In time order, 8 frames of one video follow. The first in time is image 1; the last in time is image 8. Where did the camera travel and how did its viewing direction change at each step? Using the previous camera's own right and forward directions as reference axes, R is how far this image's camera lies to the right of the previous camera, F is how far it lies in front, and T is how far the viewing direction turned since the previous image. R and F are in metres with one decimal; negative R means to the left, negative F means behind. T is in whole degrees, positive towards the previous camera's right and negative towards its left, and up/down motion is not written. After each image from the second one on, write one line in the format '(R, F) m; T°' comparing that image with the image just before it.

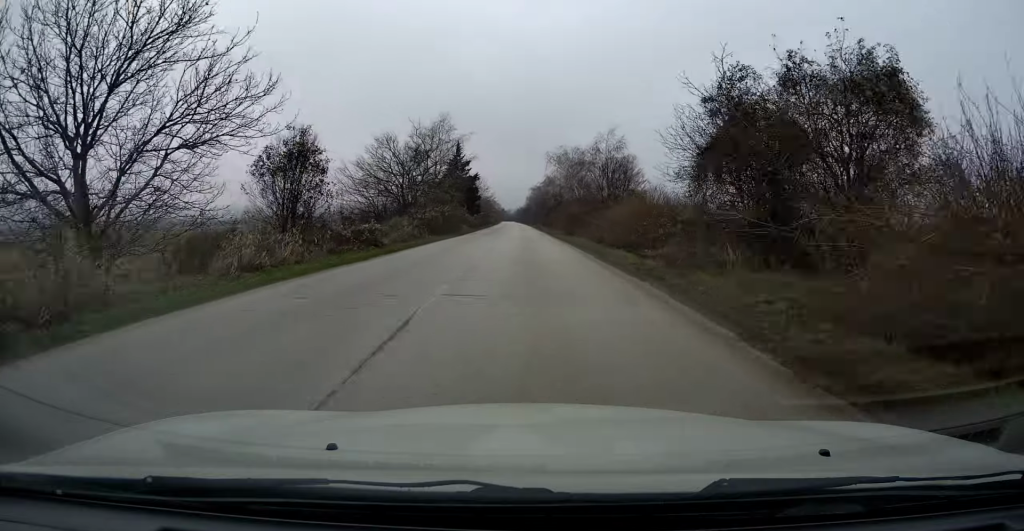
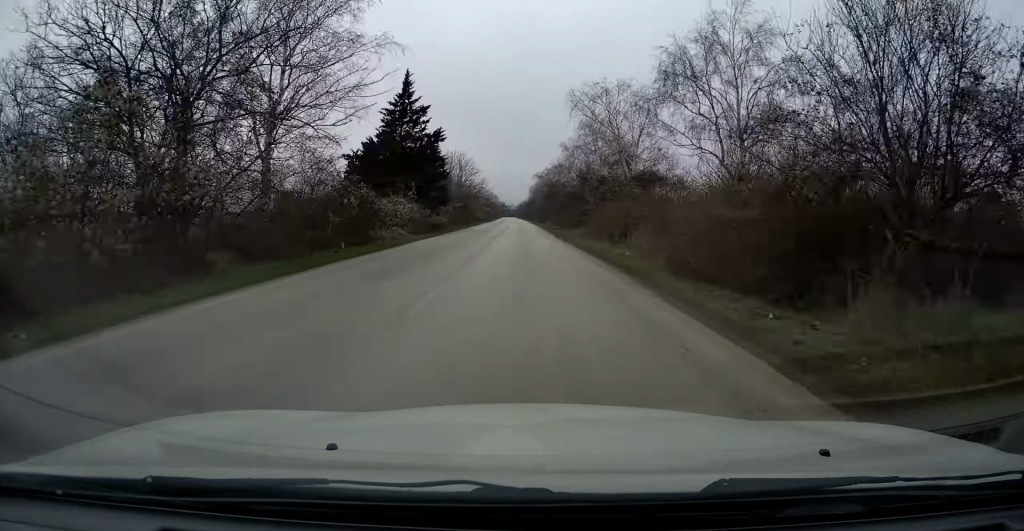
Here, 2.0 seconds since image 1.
(-0.4, +36.3) m; 0°
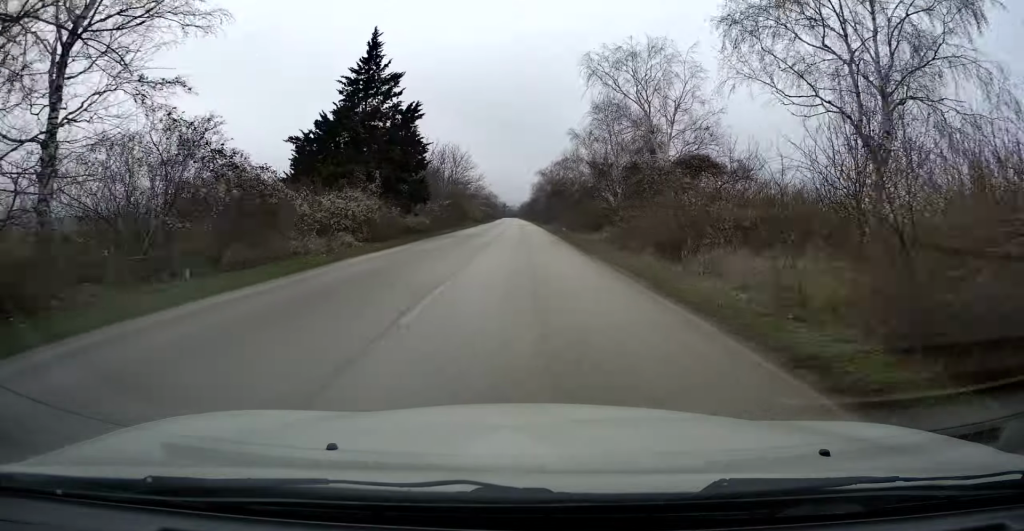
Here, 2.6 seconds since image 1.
(+0.2, +10.3) m; +1°
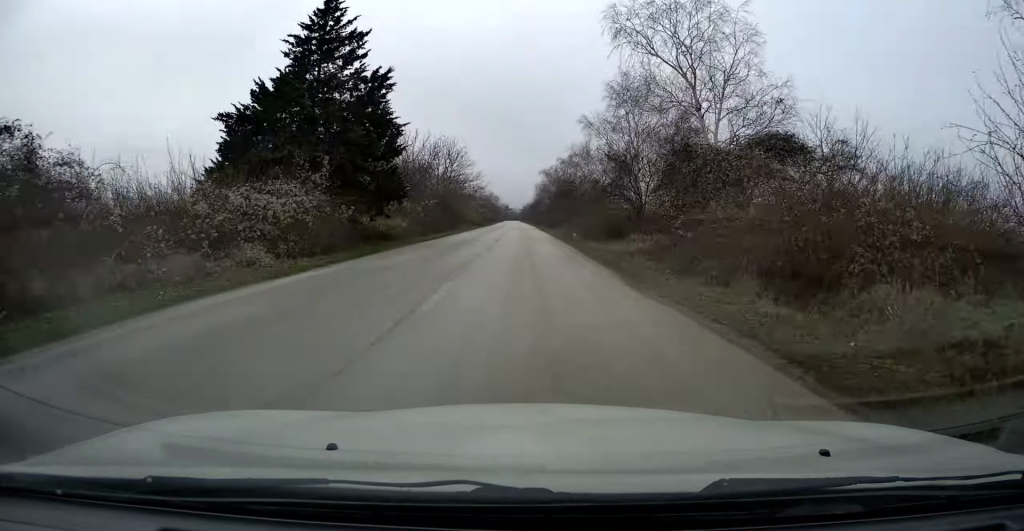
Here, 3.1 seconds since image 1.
(0.0, +8.4) m; -1°
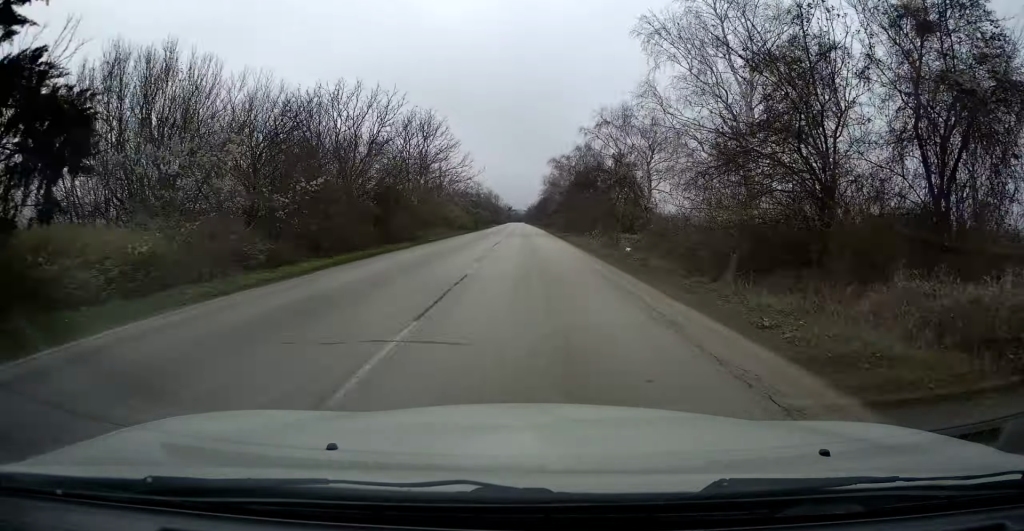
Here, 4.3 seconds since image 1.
(-0.4, +22.0) m; -1°
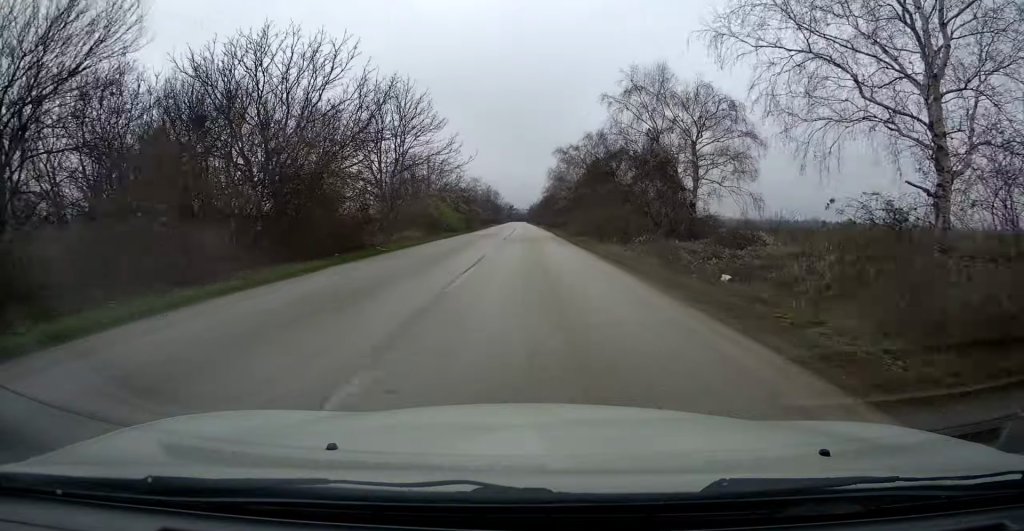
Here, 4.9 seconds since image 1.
(0.0, +11.3) m; 0°
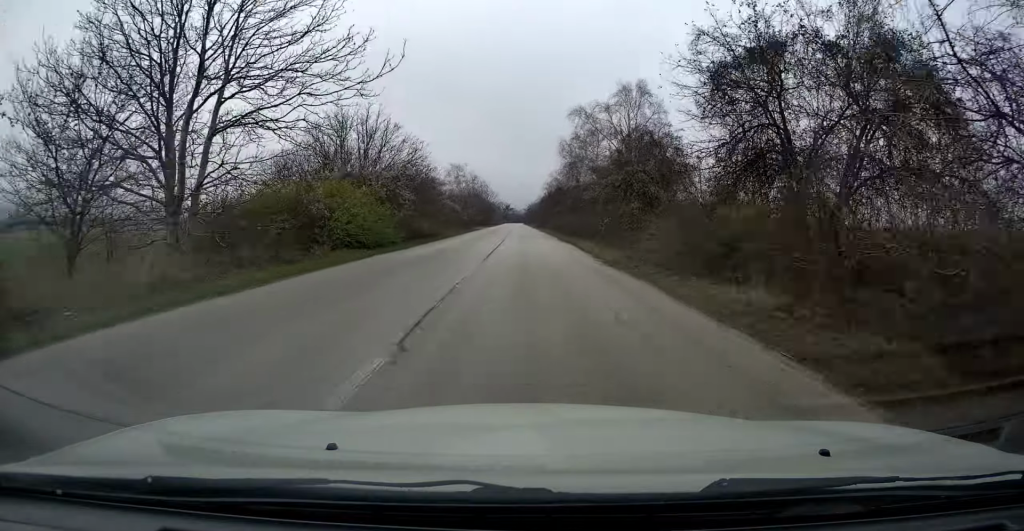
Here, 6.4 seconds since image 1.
(-0.1, +26.9) m; -1°
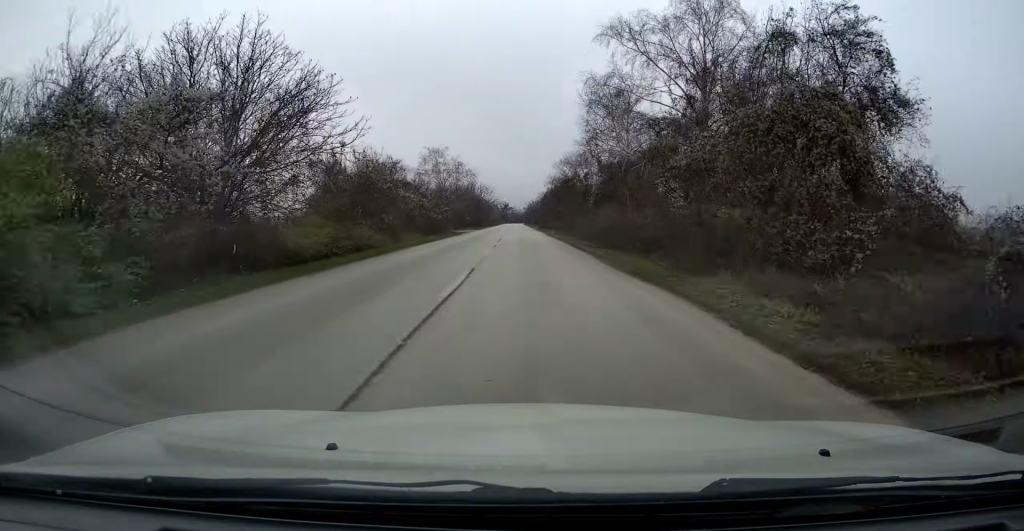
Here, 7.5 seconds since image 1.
(0.0, +20.0) m; 0°
